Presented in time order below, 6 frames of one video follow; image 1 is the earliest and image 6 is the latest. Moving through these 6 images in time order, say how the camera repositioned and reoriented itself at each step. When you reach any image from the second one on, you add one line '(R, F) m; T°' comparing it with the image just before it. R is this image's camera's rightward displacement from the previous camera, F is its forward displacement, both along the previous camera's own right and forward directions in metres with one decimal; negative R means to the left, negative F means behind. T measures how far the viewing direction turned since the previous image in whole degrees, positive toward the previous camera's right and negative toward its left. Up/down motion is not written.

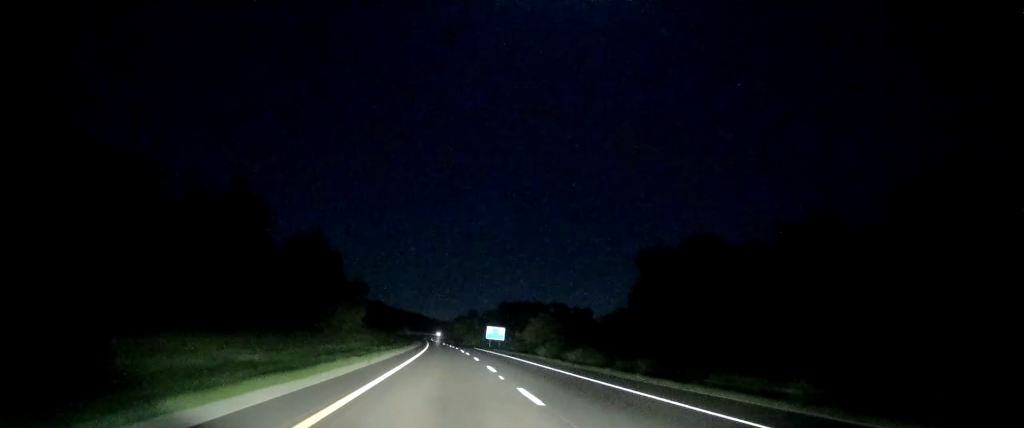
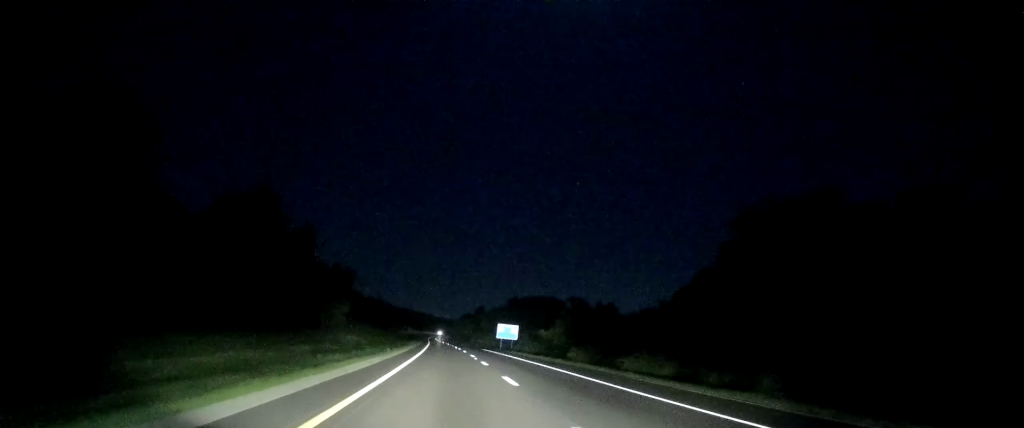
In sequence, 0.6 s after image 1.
(-0.1, +19.4) m; -1°
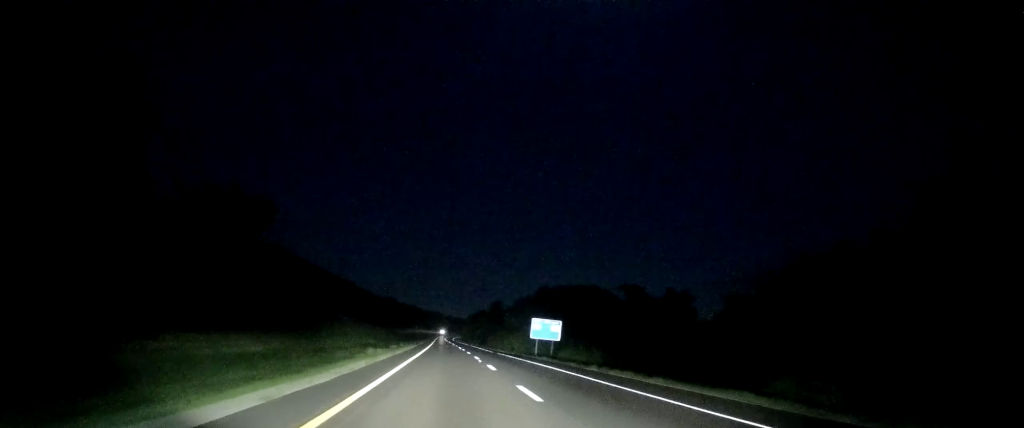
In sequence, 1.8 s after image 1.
(-0.6, +40.9) m; -2°
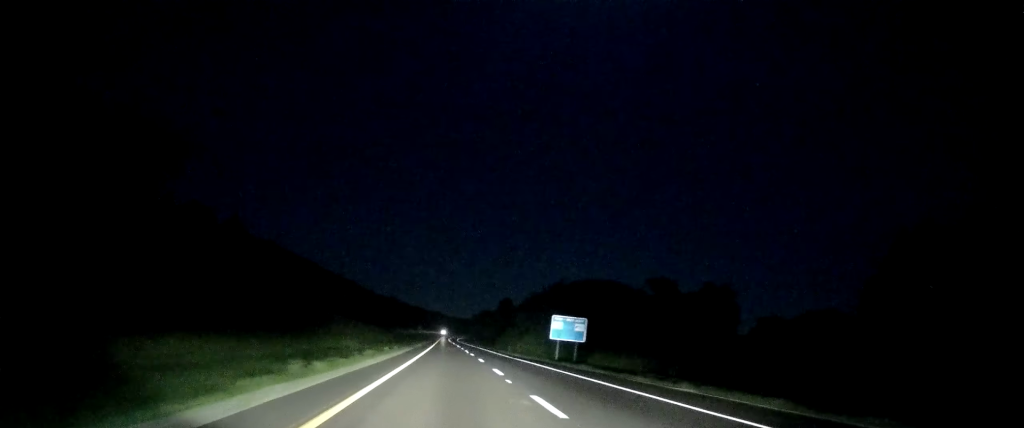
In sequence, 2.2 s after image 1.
(0.0, +14.8) m; -1°
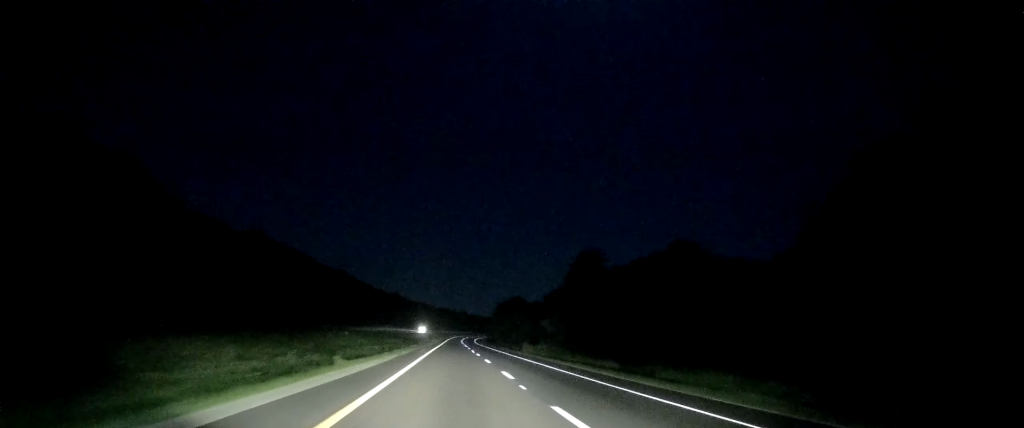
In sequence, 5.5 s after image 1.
(+0.6, +112.0) m; 0°
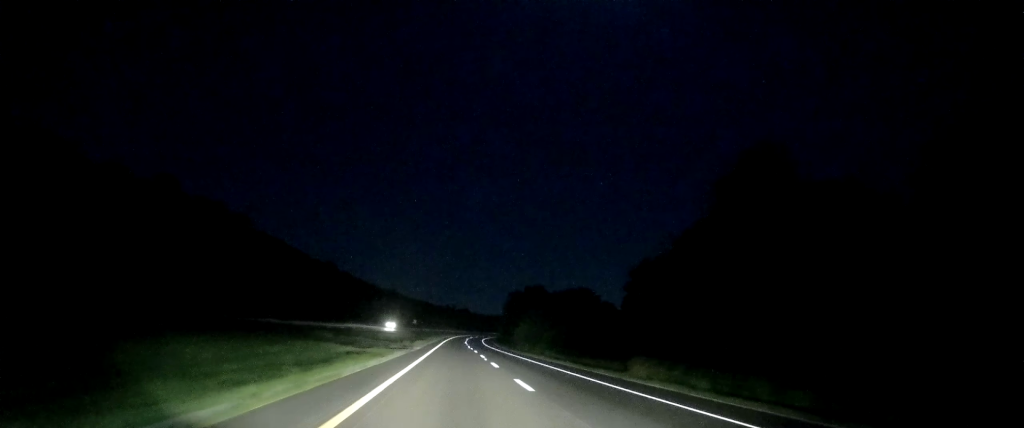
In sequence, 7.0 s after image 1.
(-0.1, +54.0) m; +1°
